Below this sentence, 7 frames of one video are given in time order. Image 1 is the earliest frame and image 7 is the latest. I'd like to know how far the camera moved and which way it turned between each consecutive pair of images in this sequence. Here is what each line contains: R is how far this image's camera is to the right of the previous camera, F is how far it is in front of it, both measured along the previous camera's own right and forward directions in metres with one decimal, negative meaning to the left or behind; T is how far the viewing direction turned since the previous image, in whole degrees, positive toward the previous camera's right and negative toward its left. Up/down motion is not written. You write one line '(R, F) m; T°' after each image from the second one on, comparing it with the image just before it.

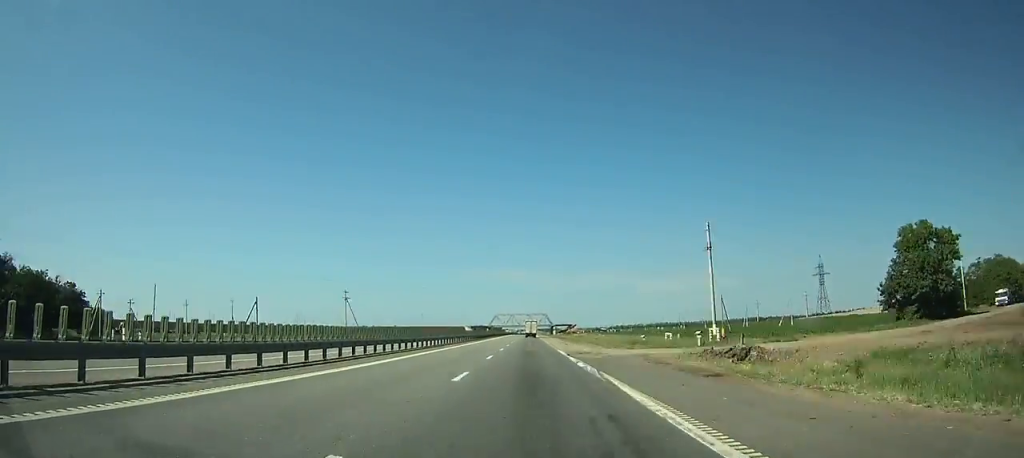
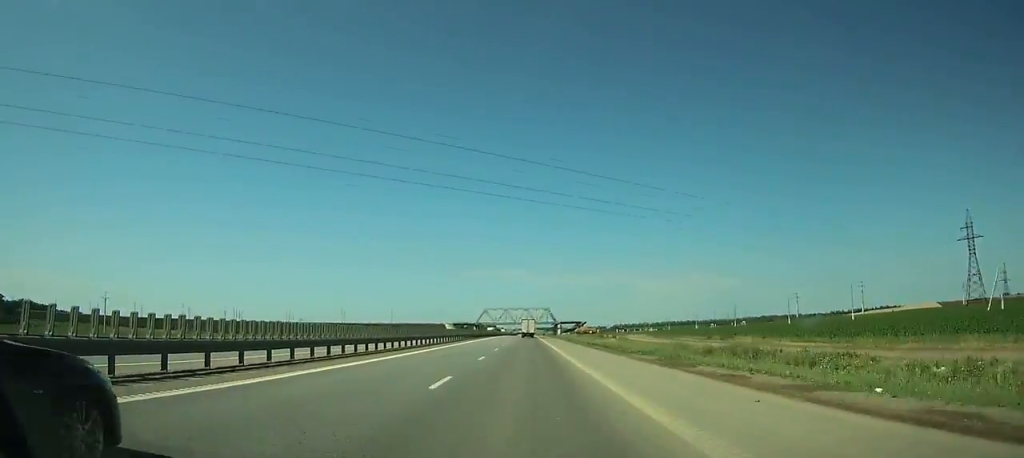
(+0.1, +121.6) m; 0°
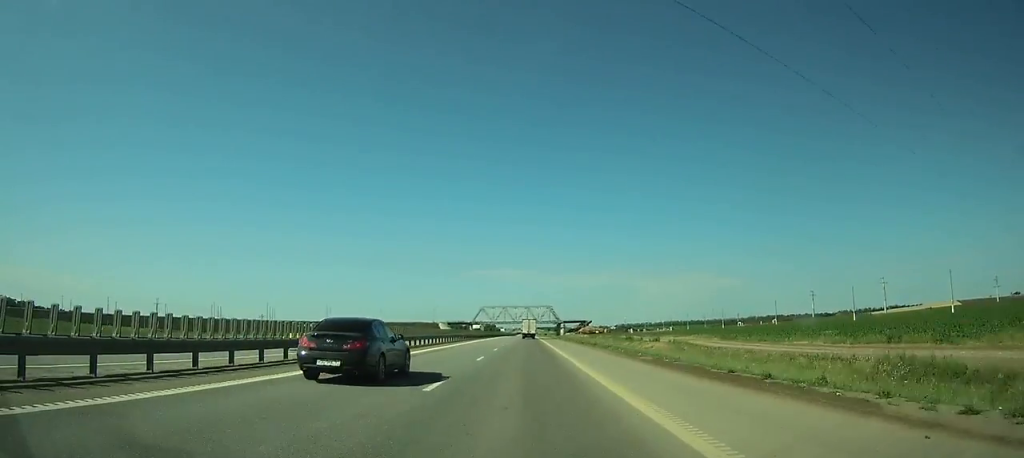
(+0.1, +37.3) m; 0°
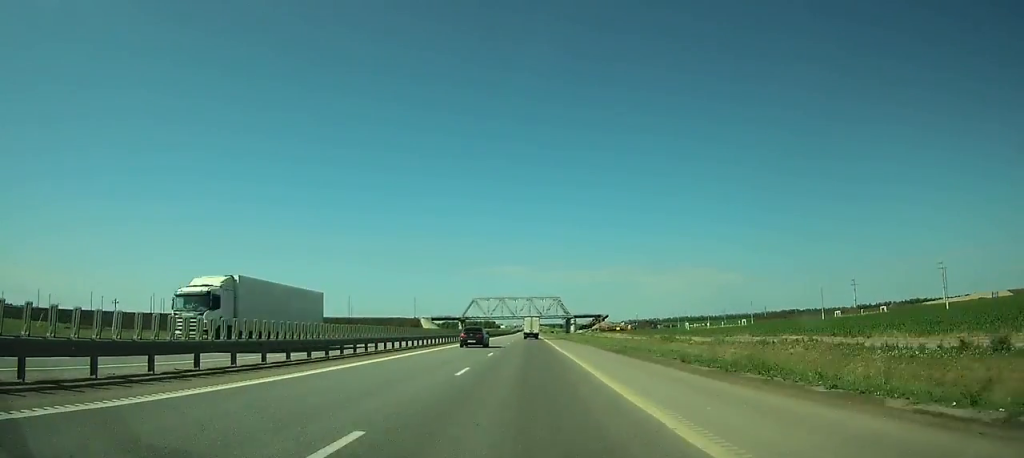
(0.0, +79.4) m; 0°
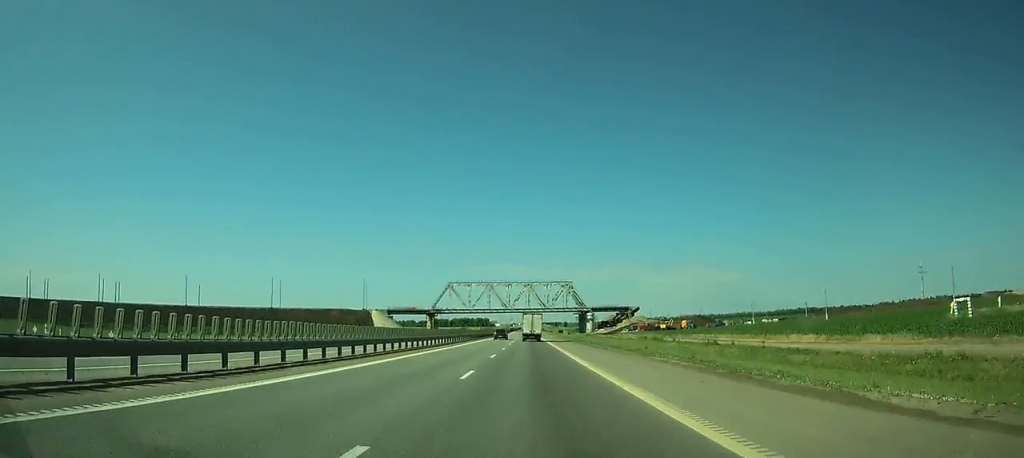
(-0.1, +104.0) m; 0°
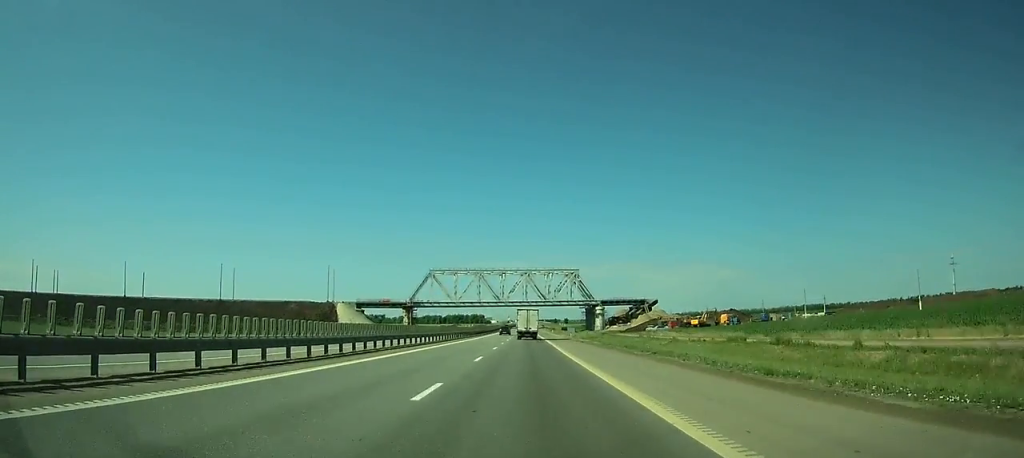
(+0.1, +41.0) m; 0°
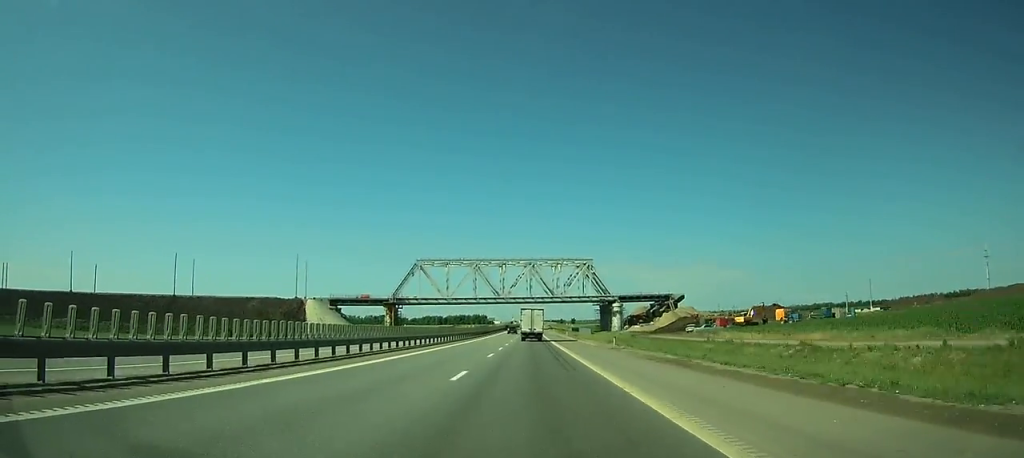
(-0.1, +31.1) m; 0°
